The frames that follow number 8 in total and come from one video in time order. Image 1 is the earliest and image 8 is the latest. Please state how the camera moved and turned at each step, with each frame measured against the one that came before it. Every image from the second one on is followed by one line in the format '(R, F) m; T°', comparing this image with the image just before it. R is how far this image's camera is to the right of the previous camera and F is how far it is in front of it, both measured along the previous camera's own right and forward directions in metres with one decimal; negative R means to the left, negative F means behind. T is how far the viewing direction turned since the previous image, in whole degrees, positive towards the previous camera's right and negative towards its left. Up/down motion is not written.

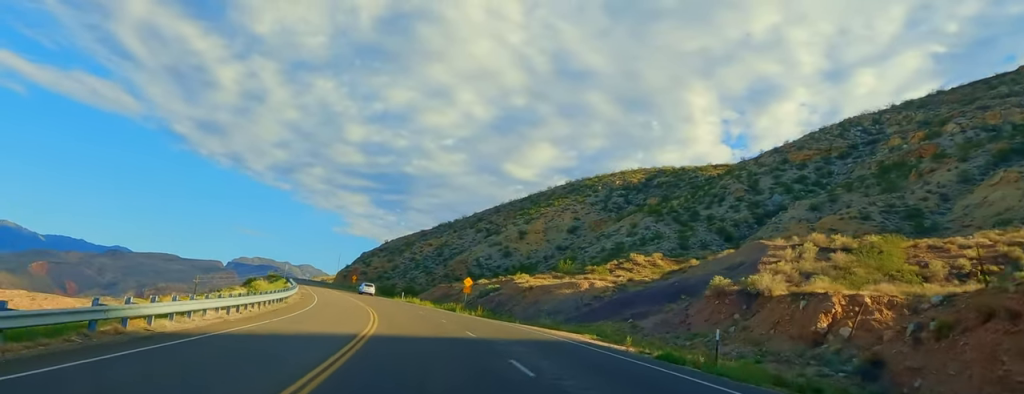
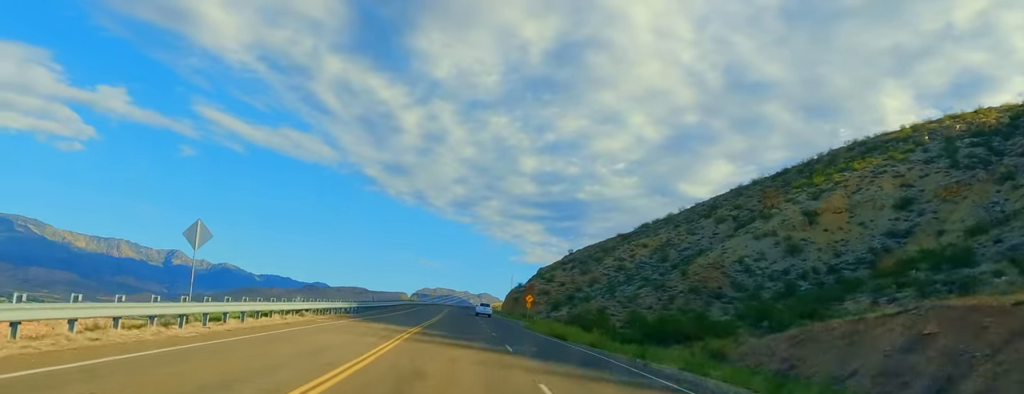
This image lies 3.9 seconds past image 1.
(-9.3, +99.4) m; -8°
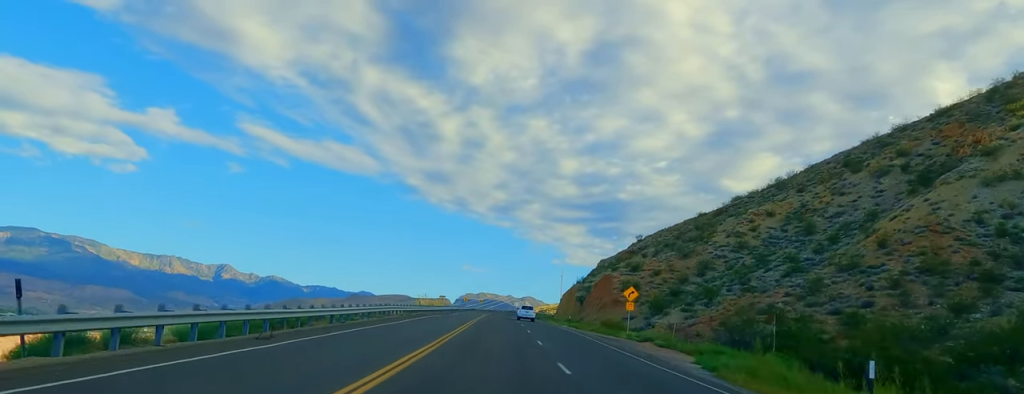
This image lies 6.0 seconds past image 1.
(-0.3, +53.7) m; -1°
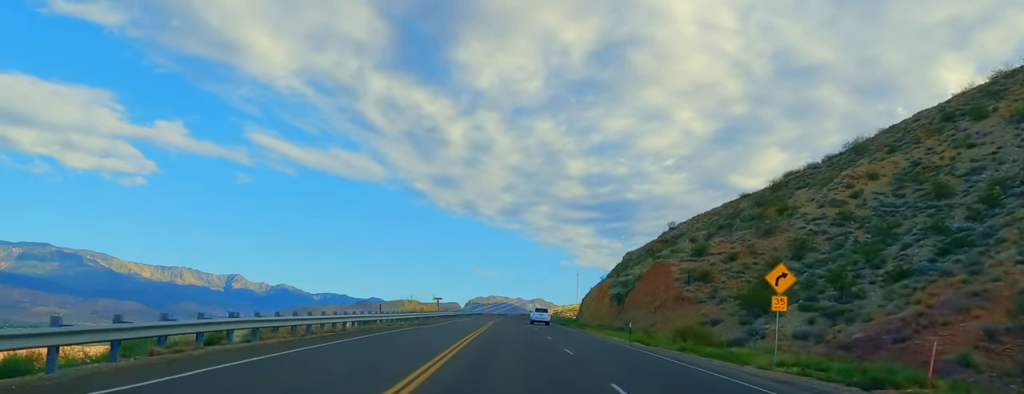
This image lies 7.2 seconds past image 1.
(+0.2, +29.5) m; 0°
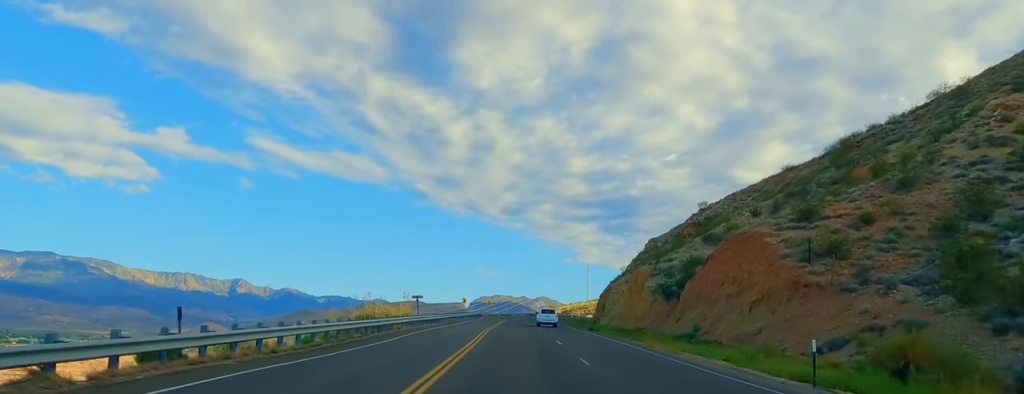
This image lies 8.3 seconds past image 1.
(-0.7, +26.4) m; 0°
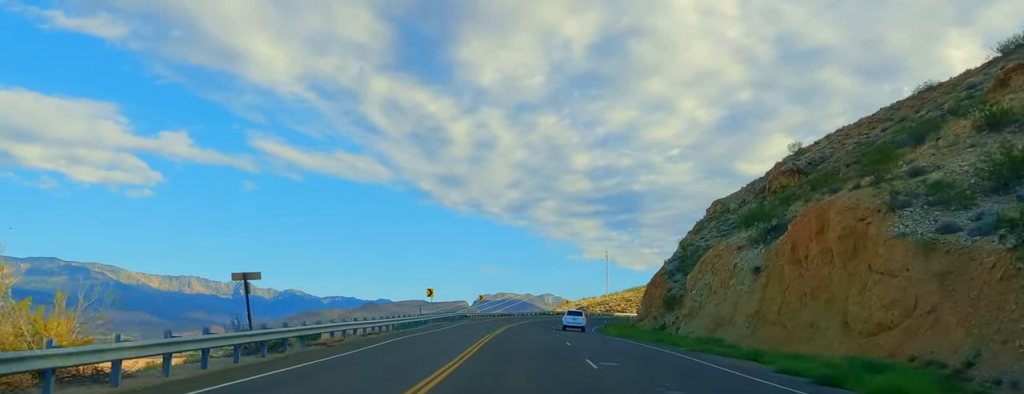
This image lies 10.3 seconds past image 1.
(+0.6, +48.0) m; +2°
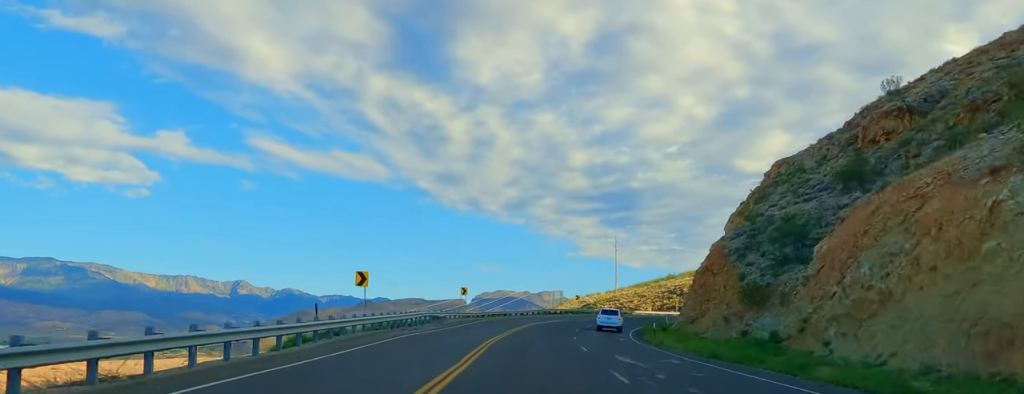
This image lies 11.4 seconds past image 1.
(+0.4, +26.1) m; +3°
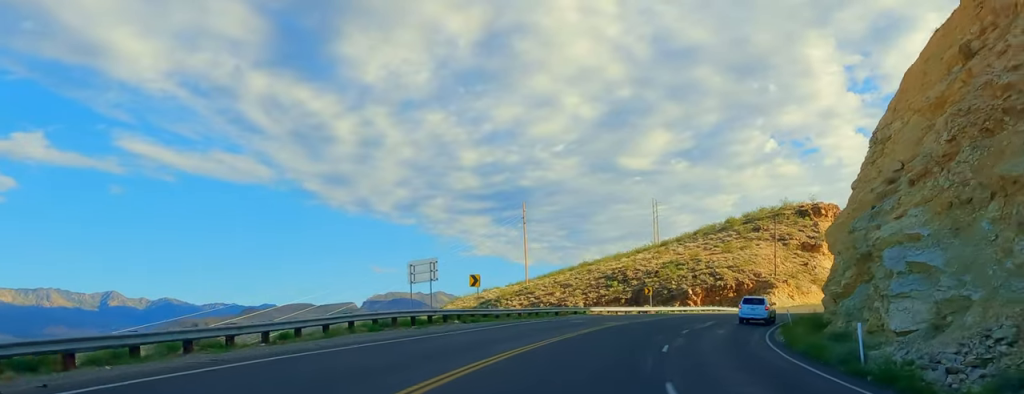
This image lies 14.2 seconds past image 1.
(+6.2, +61.1) m; +16°
